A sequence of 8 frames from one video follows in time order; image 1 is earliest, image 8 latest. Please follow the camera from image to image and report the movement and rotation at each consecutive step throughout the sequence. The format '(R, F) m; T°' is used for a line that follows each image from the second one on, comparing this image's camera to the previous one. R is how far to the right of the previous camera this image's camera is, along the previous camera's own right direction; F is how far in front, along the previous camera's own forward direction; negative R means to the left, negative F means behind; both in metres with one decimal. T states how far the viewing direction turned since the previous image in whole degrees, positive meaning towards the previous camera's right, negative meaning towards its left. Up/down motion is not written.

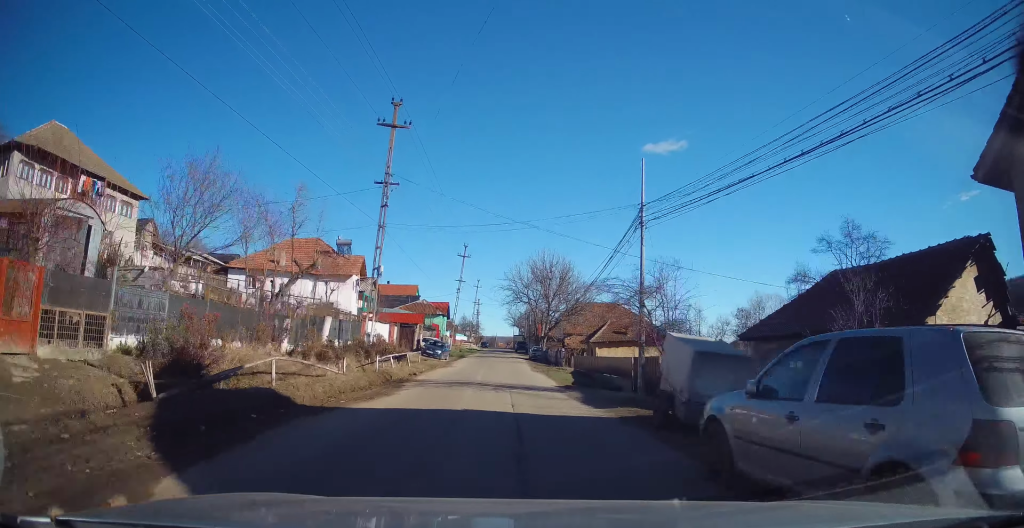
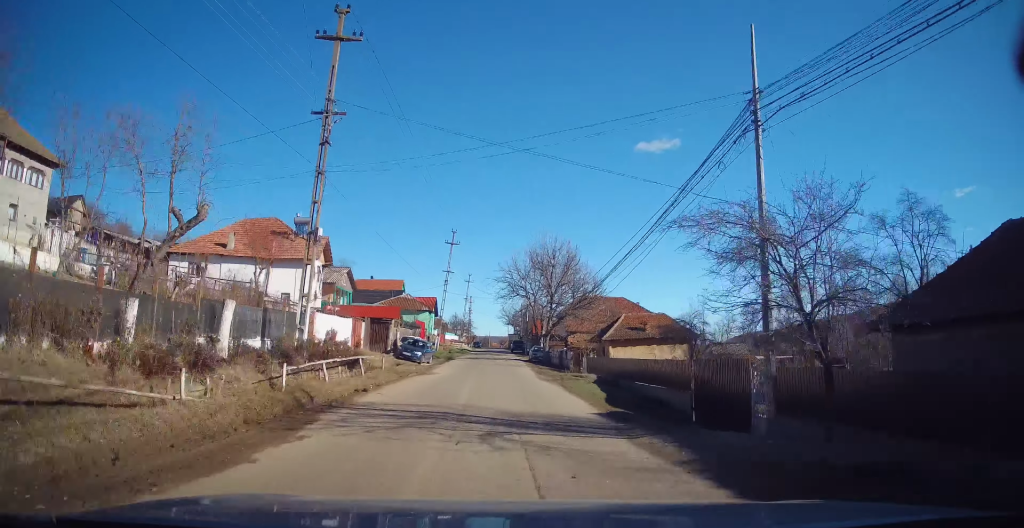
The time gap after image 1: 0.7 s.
(+0.1, +8.2) m; +1°
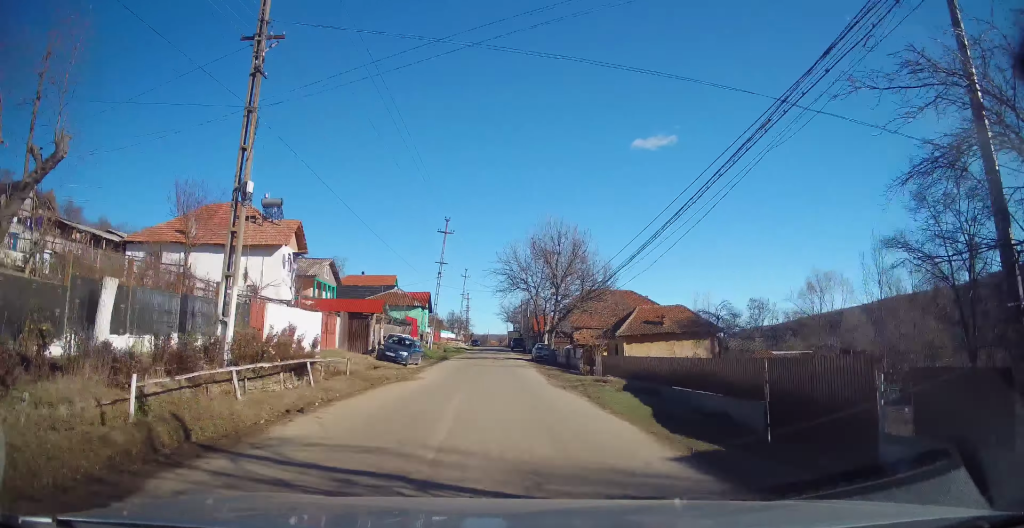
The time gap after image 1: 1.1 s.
(+0.2, +4.9) m; 0°
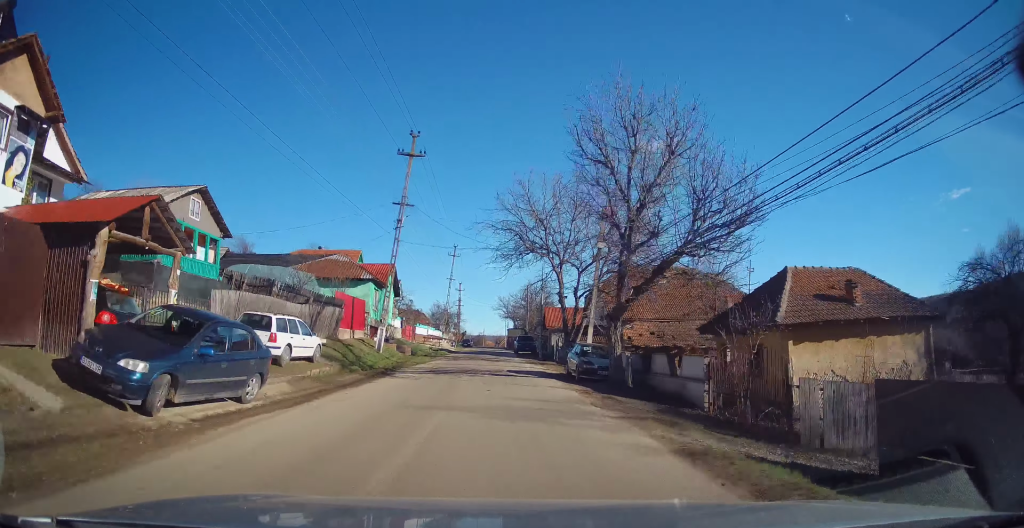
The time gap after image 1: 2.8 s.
(-0.1, +21.4) m; 0°
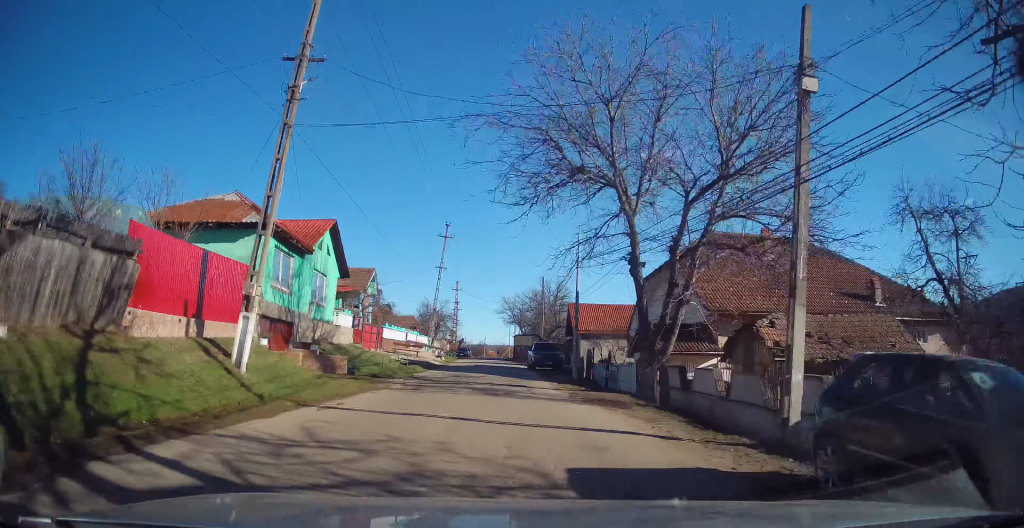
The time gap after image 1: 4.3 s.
(-0.4, +17.0) m; 0°
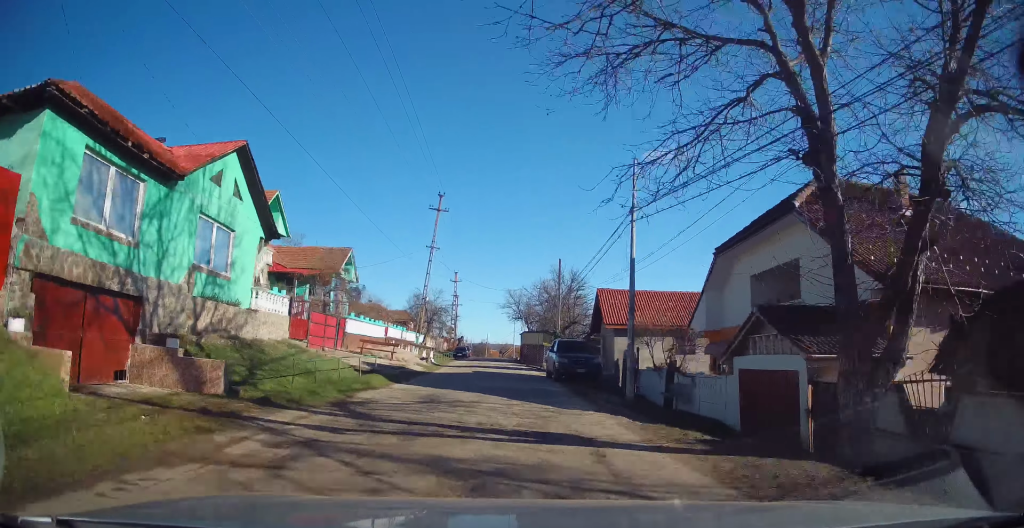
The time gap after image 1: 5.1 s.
(+0.5, +10.3) m; 0°
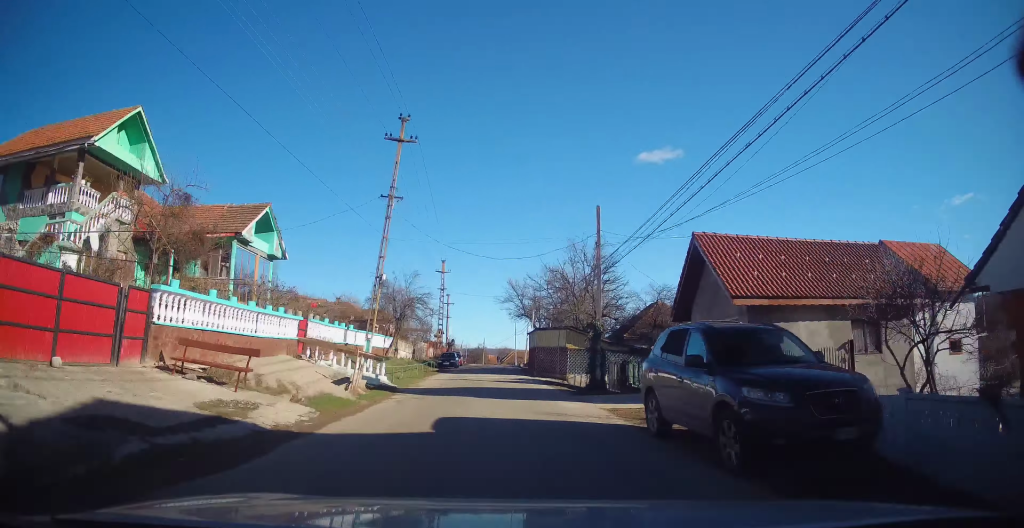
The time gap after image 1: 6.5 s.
(-0.5, +15.9) m; -2°
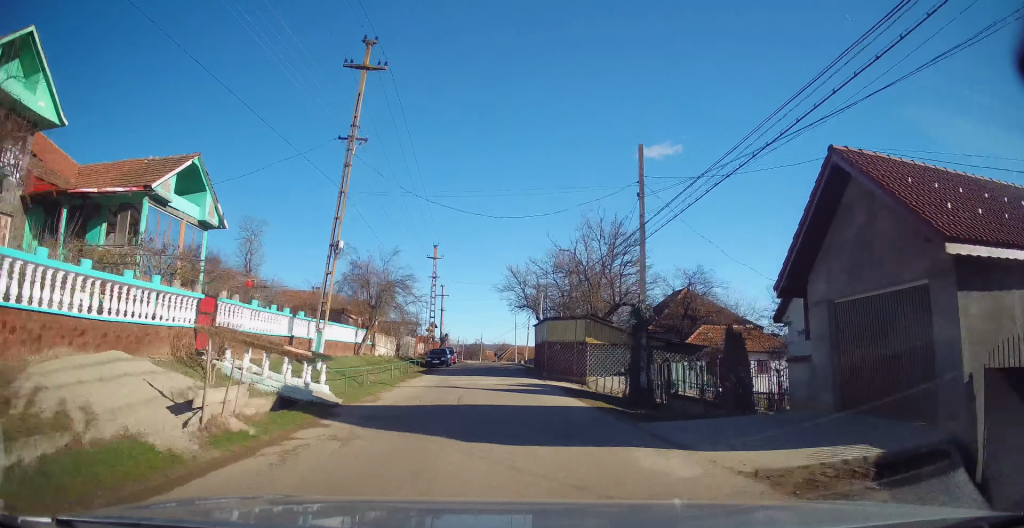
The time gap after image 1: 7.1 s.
(-0.1, +7.2) m; +2°
